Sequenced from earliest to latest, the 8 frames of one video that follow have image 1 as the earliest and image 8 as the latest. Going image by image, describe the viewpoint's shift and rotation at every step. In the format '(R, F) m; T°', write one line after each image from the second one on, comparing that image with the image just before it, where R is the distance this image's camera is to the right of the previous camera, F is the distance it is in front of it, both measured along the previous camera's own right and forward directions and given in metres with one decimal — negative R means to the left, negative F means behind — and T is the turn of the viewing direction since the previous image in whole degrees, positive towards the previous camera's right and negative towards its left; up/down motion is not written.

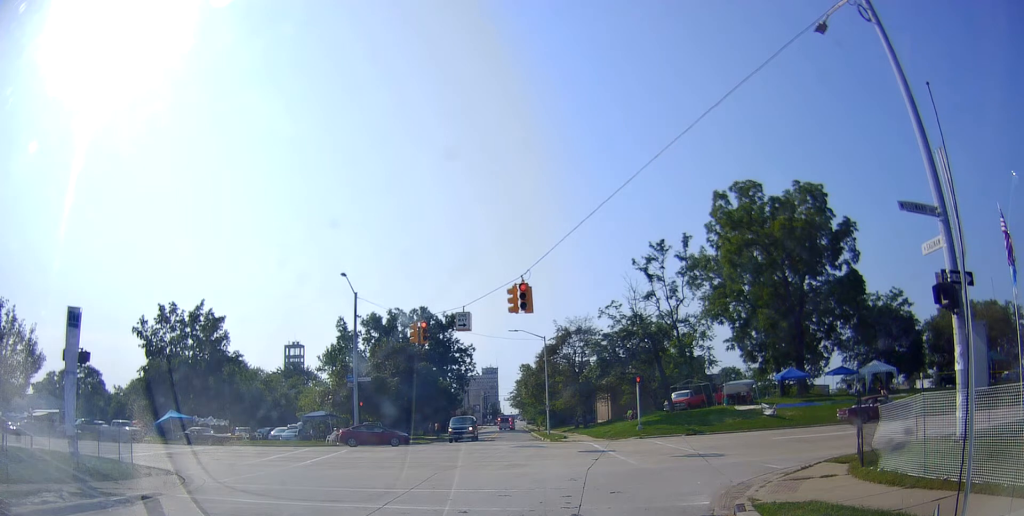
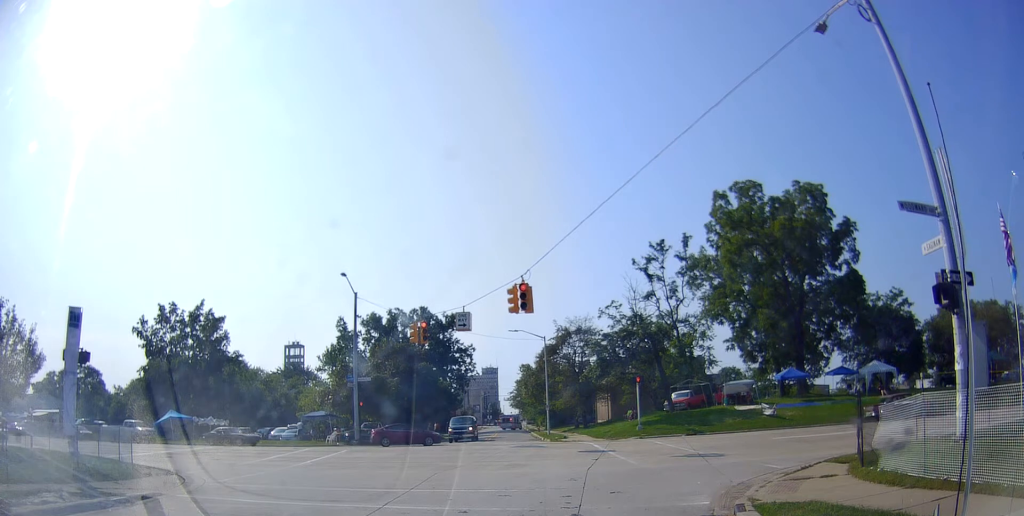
(0.0, 0.0) m; 0°
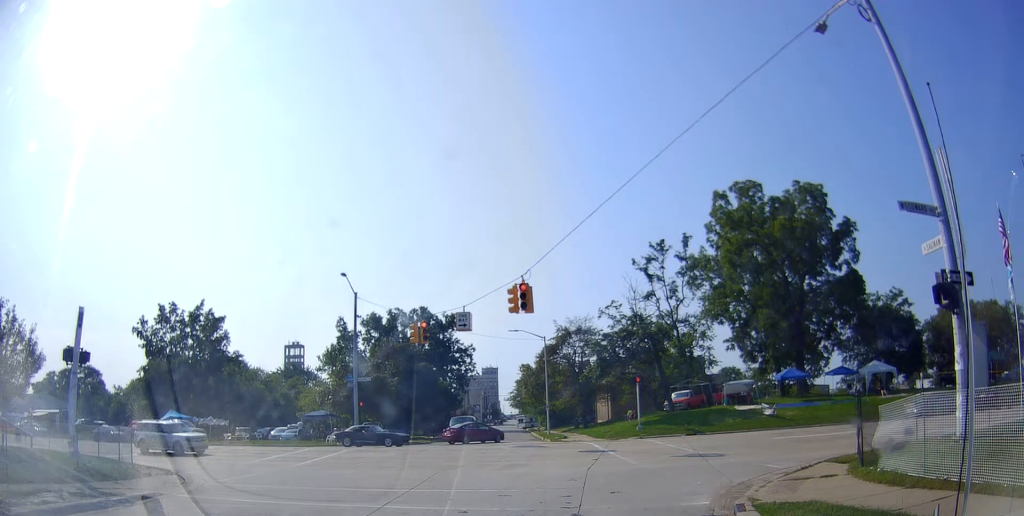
(0.0, 0.0) m; 0°
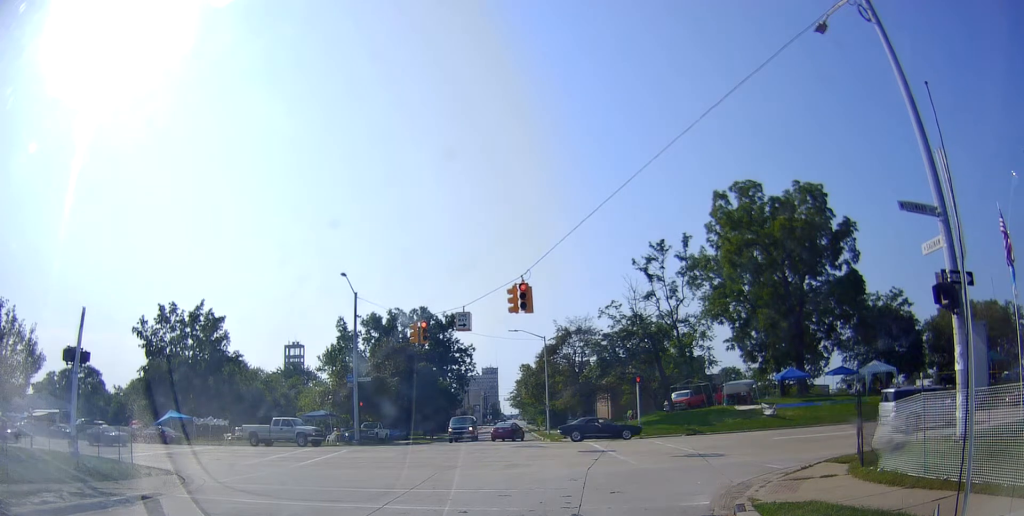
(0.0, 0.0) m; 0°
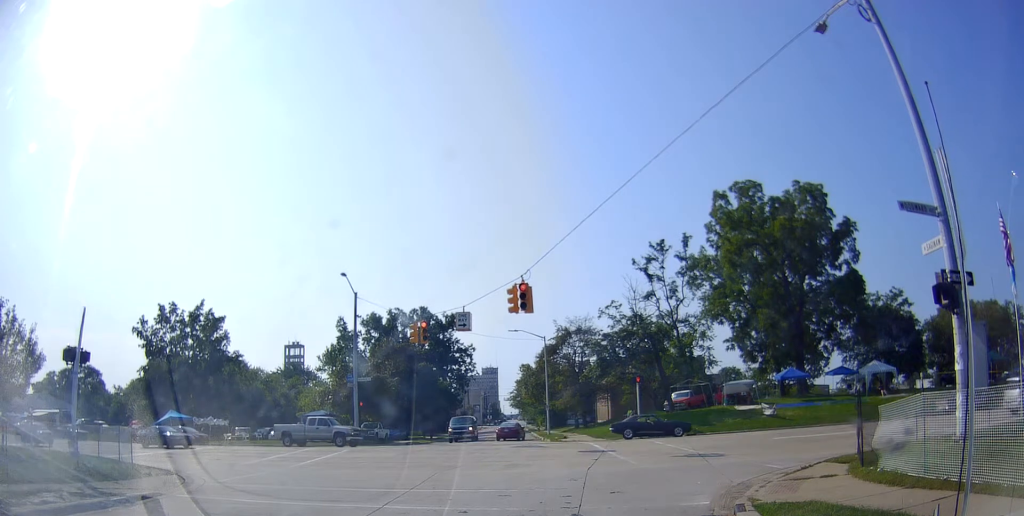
(0.0, 0.0) m; 0°
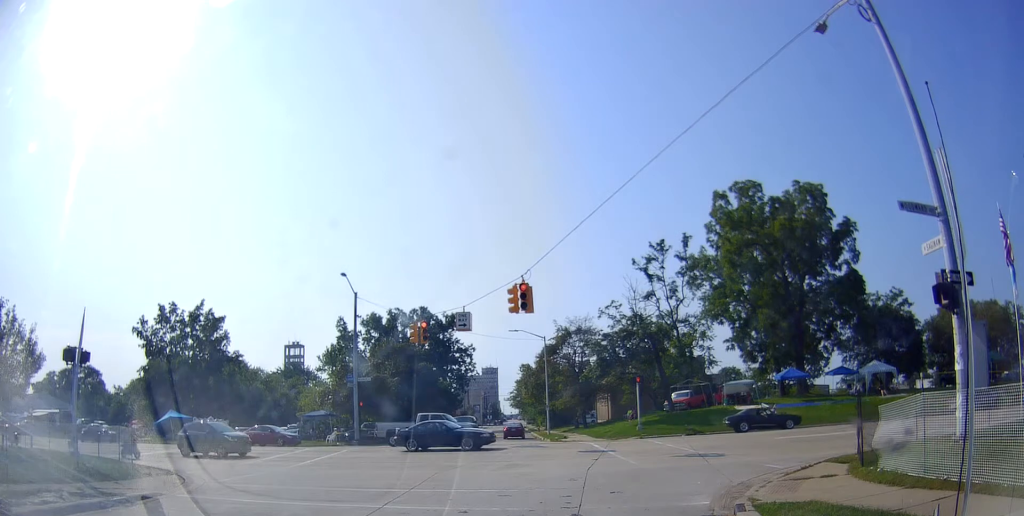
(0.0, 0.0) m; 0°
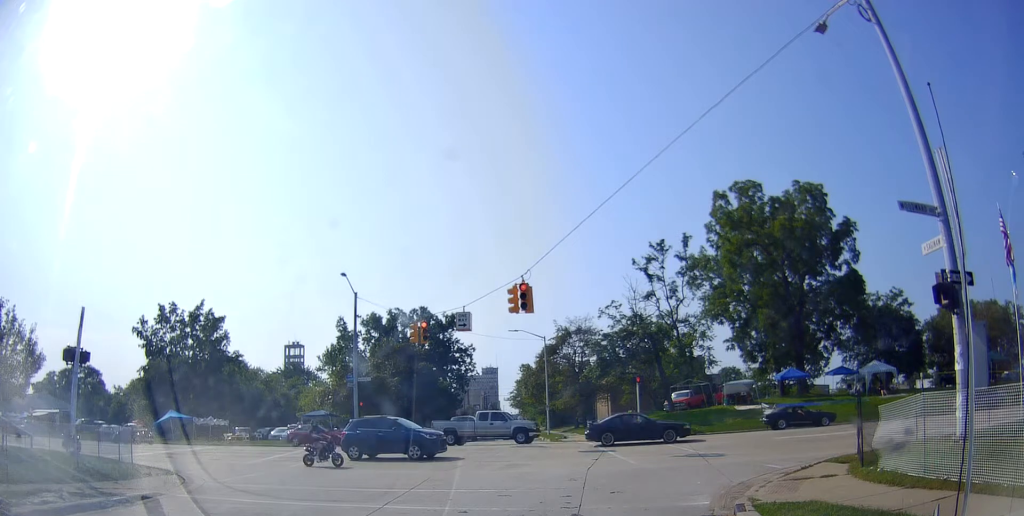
(0.0, 0.0) m; 0°
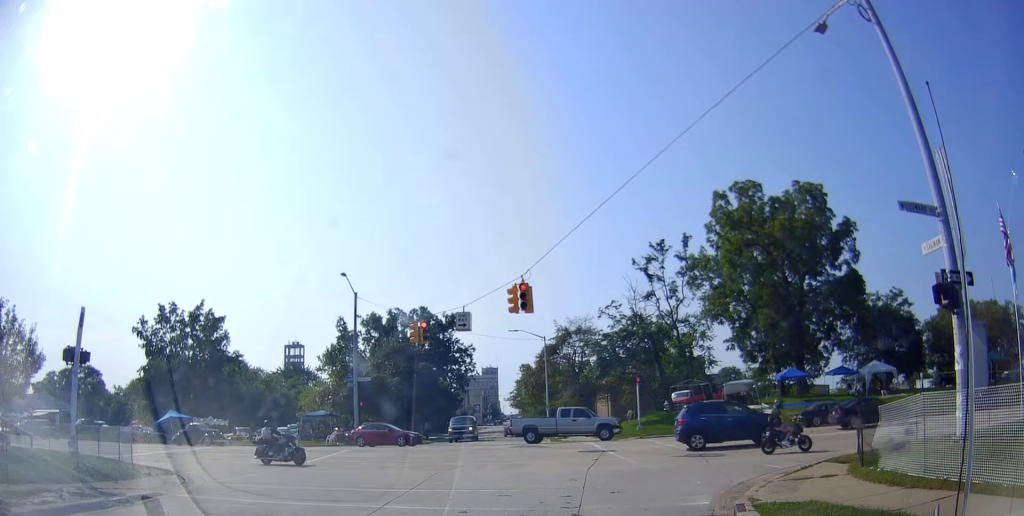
(0.0, 0.0) m; 0°
